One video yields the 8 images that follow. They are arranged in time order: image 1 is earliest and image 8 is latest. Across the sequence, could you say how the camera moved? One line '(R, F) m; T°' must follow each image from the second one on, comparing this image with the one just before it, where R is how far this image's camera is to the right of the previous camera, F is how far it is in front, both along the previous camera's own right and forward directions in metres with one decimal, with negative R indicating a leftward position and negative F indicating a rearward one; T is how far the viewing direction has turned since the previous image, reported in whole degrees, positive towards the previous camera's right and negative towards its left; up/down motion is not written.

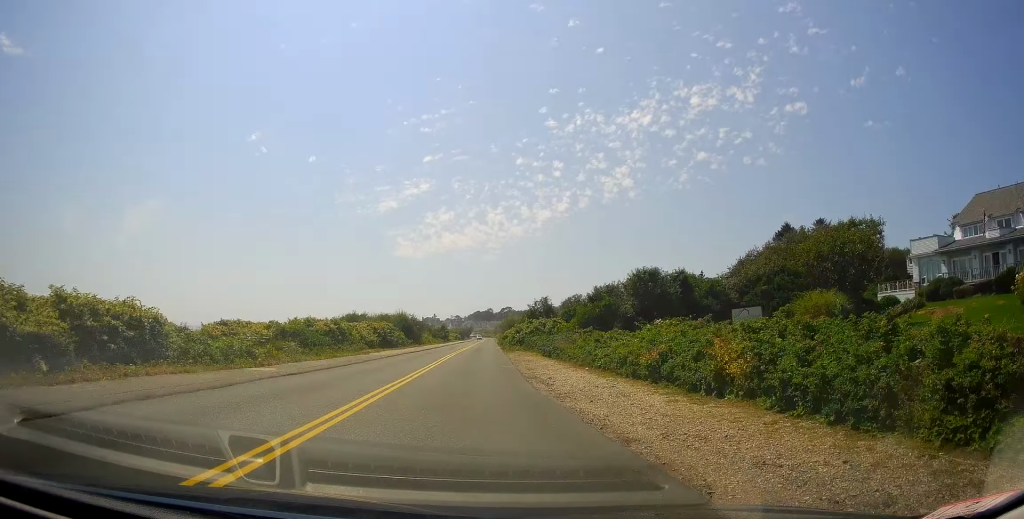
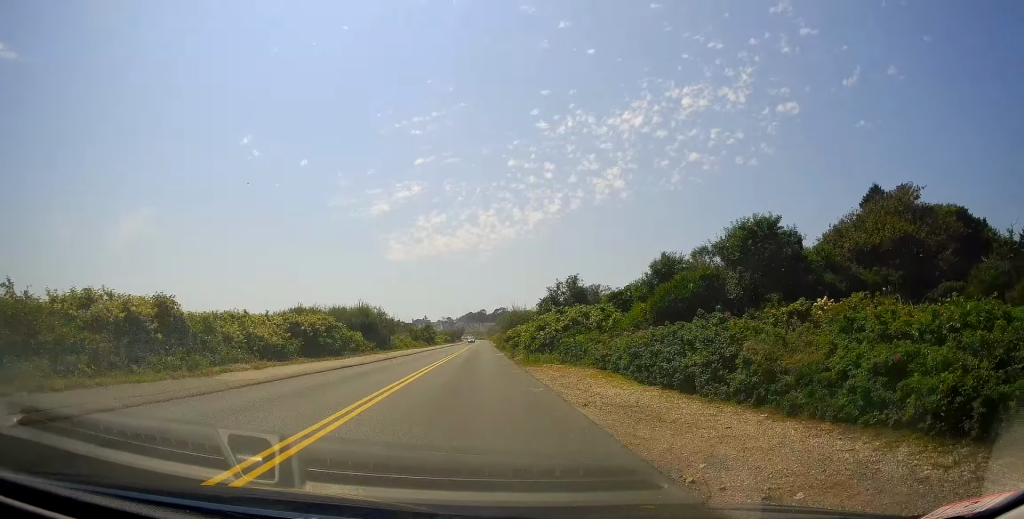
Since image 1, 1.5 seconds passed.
(+0.7, +22.7) m; +3°
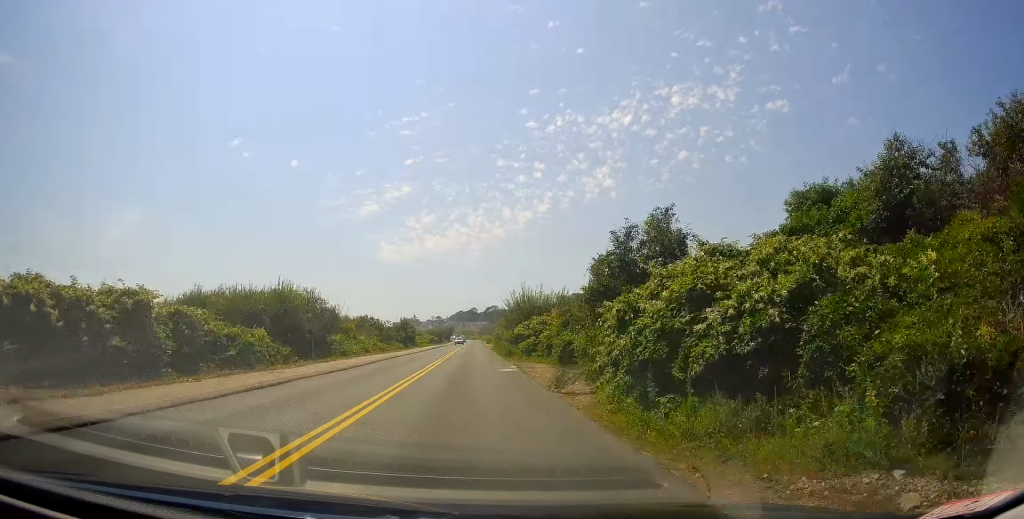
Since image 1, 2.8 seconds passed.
(0.0, +21.3) m; +2°
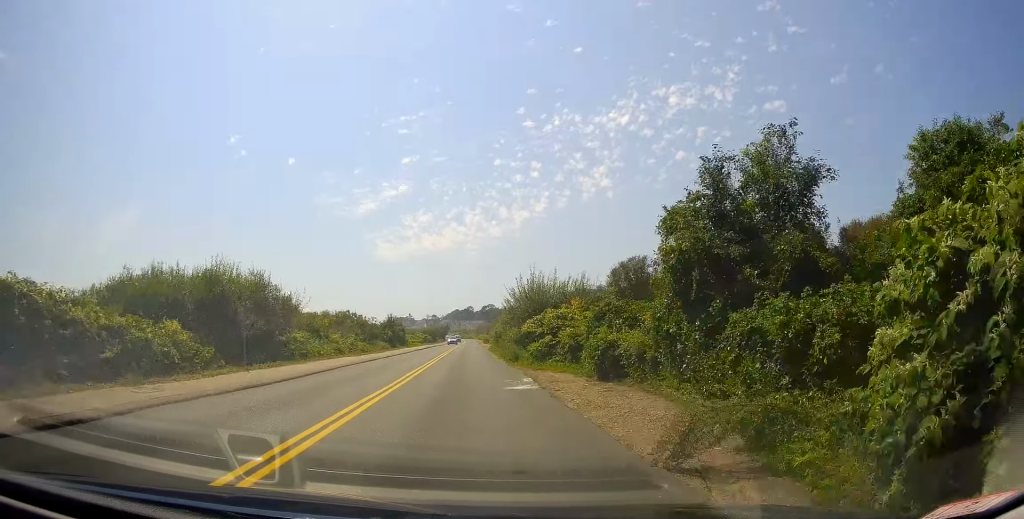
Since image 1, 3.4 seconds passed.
(+0.3, +8.4) m; 0°
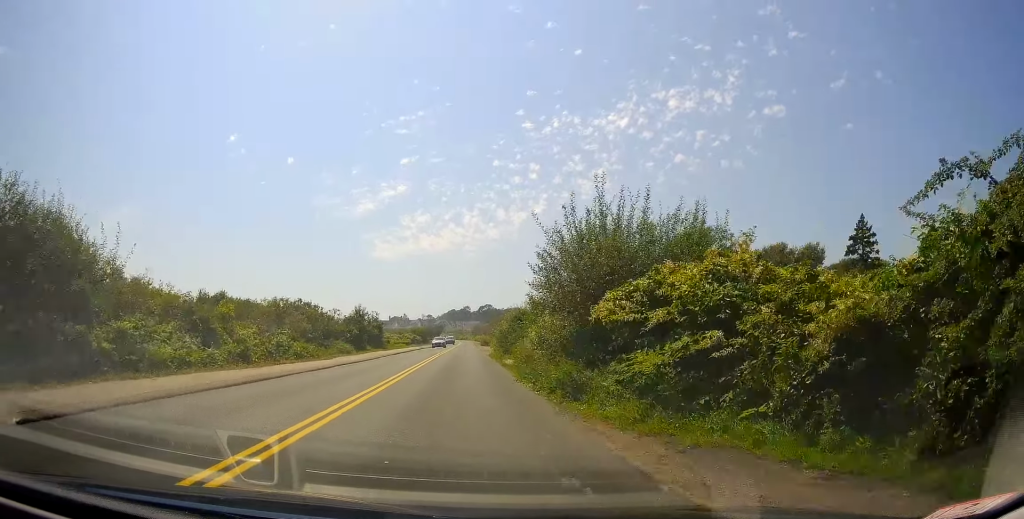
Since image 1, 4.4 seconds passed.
(0.0, +16.9) m; -1°
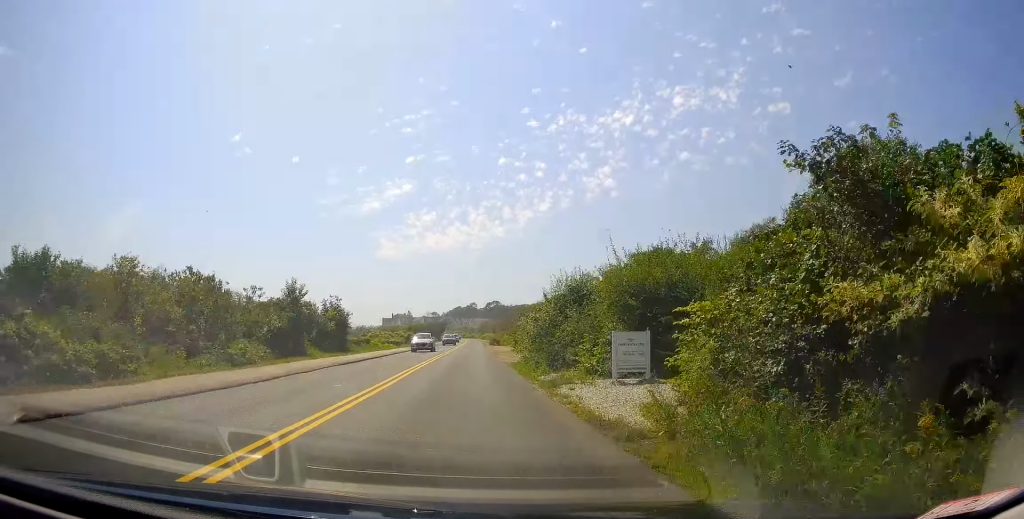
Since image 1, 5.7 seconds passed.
(0.0, +20.3) m; 0°
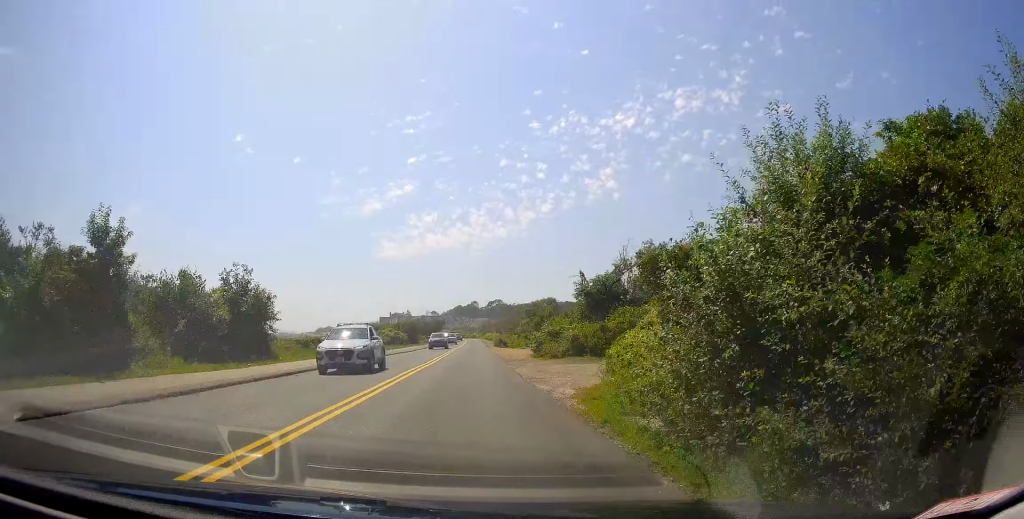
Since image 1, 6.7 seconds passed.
(0.0, +16.7) m; 0°
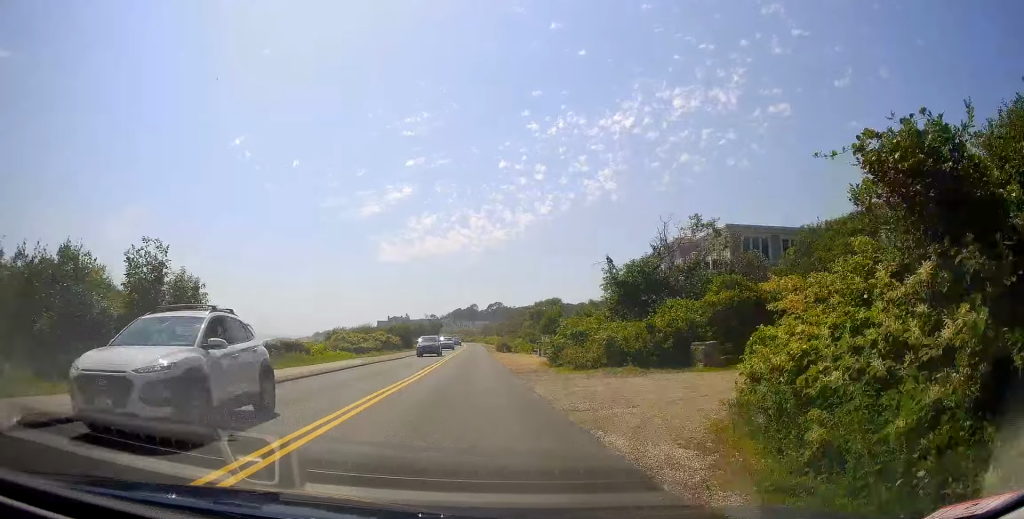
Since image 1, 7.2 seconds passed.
(0.0, +7.1) m; 0°
